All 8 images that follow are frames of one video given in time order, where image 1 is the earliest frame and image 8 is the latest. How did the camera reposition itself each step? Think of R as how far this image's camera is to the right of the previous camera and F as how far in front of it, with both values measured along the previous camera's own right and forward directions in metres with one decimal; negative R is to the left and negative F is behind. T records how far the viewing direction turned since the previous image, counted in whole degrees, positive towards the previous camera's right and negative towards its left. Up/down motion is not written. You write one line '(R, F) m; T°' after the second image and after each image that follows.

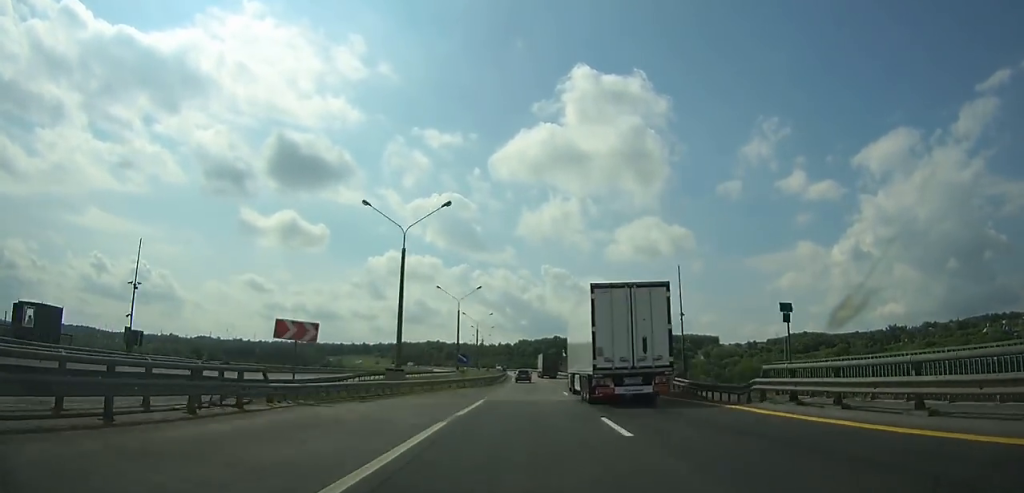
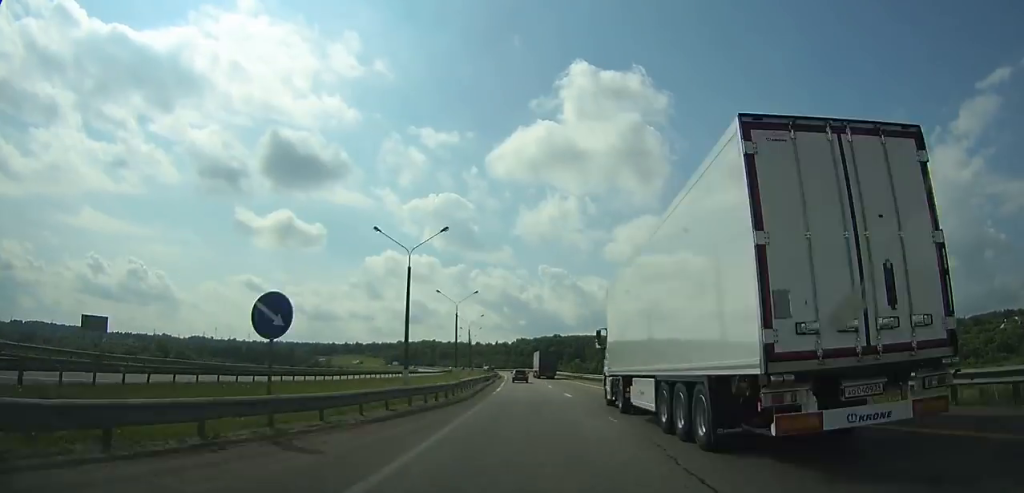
(+0.1, +31.8) m; 0°
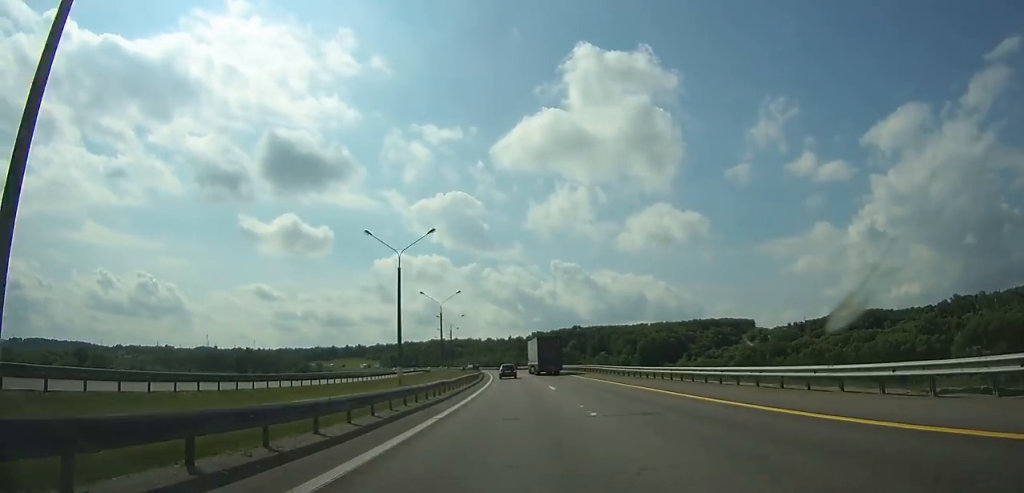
(-0.3, +76.9) m; -2°
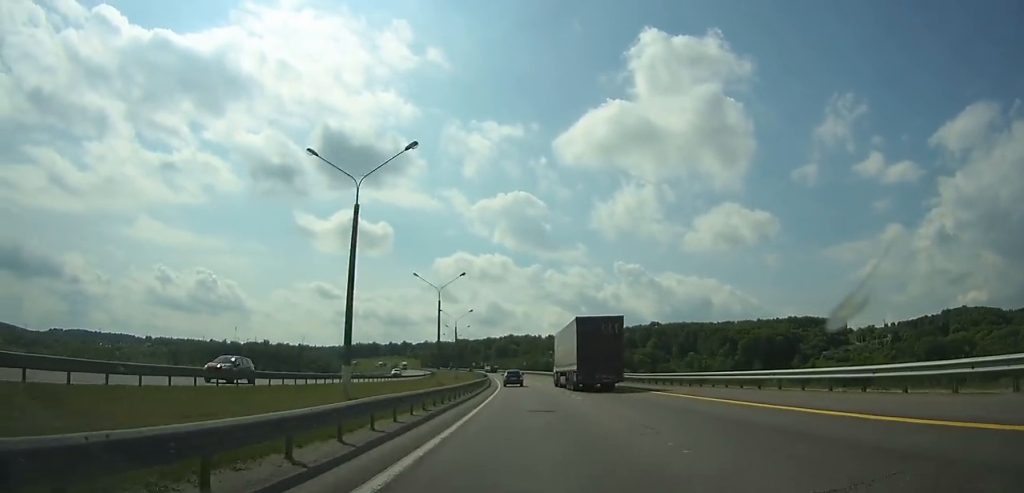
(-4.8, +101.2) m; -5°
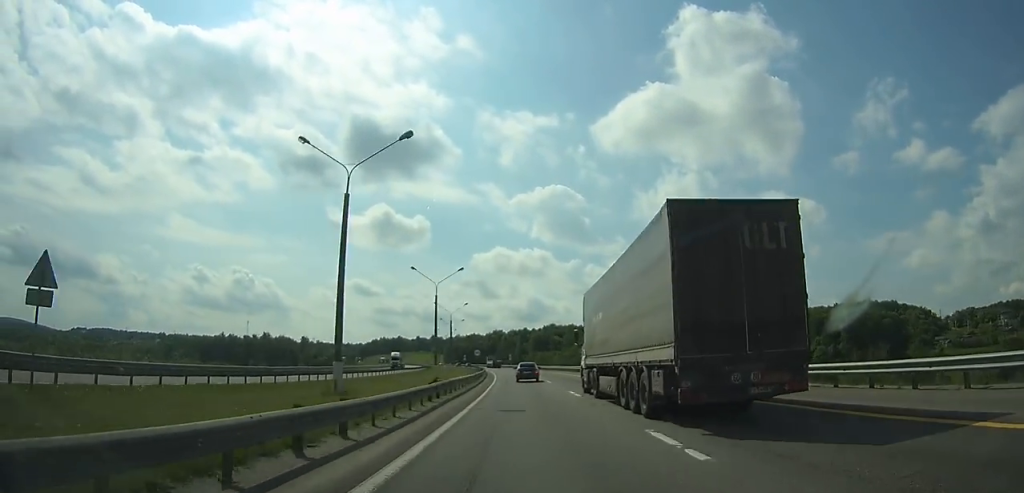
(-3.3, +79.9) m; -4°
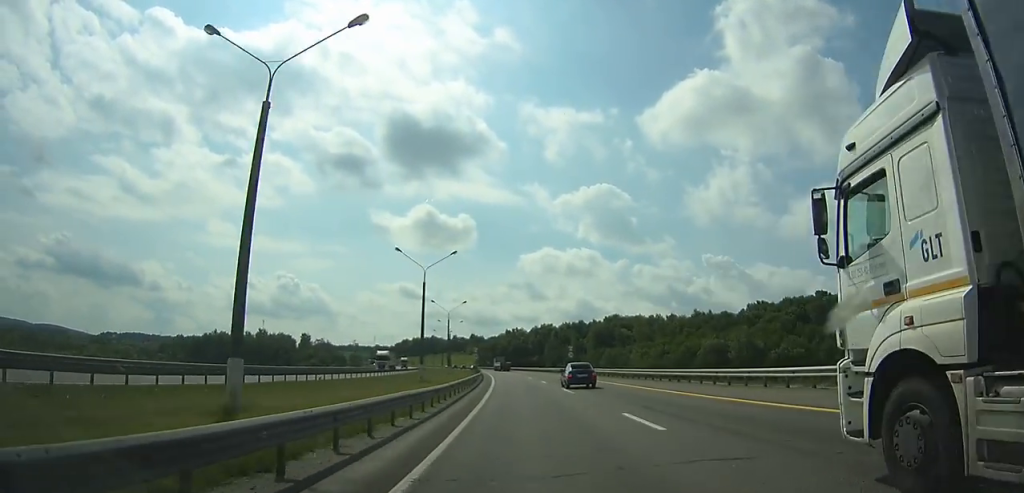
(-3.7, +88.7) m; -5°
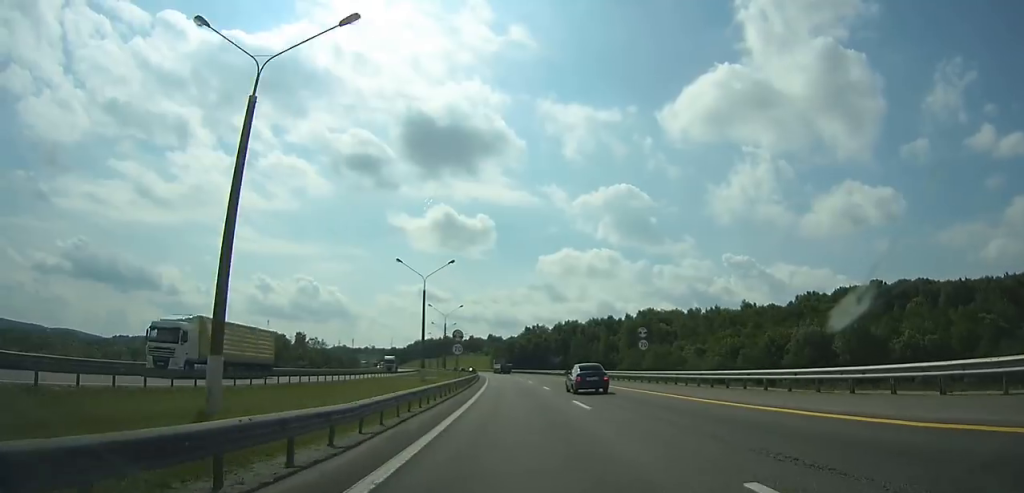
(-0.7, +39.1) m; -2°
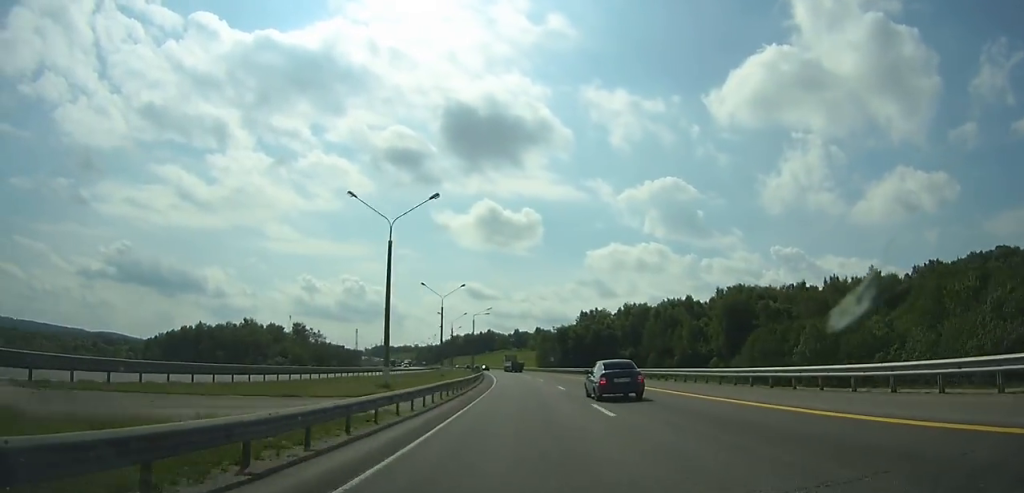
(-2.0, +63.1) m; -3°
